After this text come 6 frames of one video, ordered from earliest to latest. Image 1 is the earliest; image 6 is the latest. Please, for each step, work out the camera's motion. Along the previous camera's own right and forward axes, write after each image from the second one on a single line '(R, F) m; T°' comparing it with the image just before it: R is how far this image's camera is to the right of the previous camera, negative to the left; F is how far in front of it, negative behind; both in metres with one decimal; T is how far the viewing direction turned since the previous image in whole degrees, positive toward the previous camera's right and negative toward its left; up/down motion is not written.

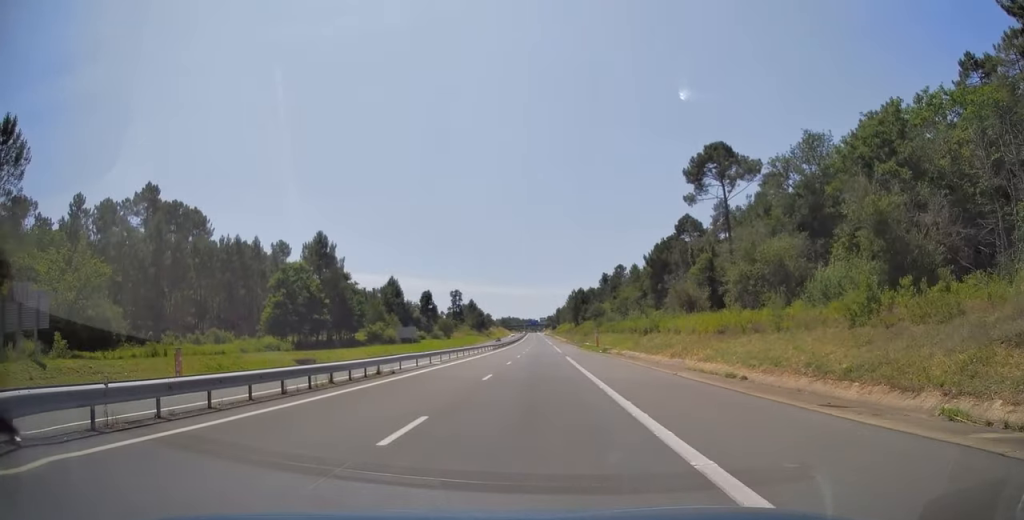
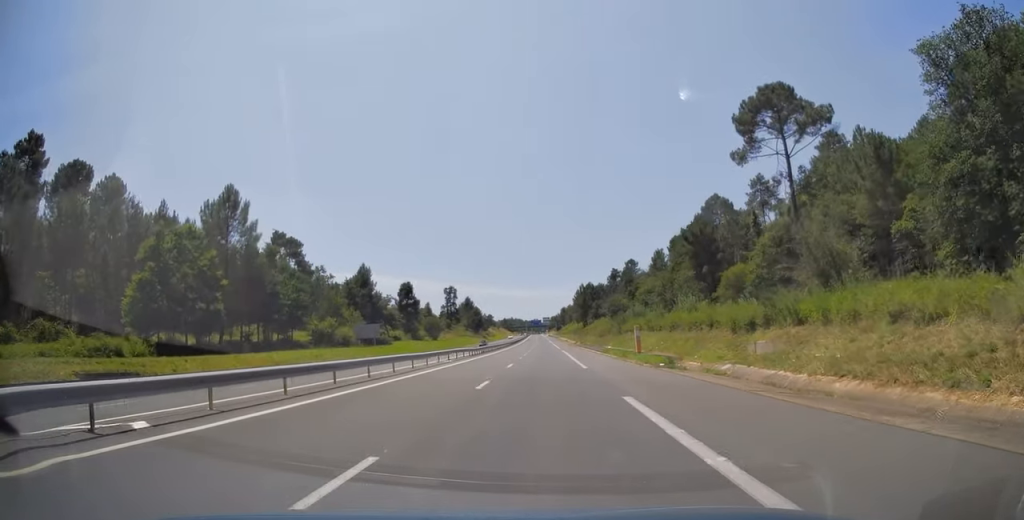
(-0.1, +30.2) m; 0°
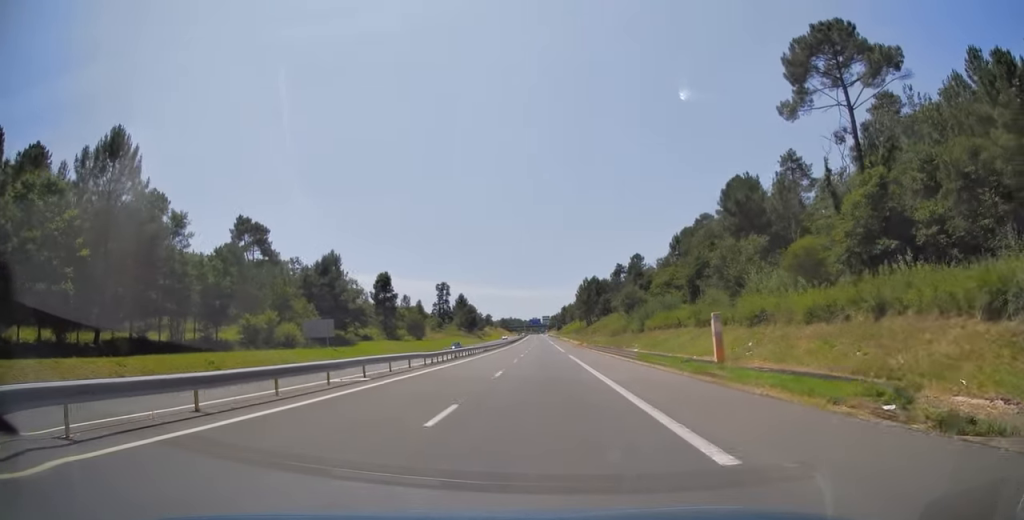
(0.0, +20.7) m; 0°
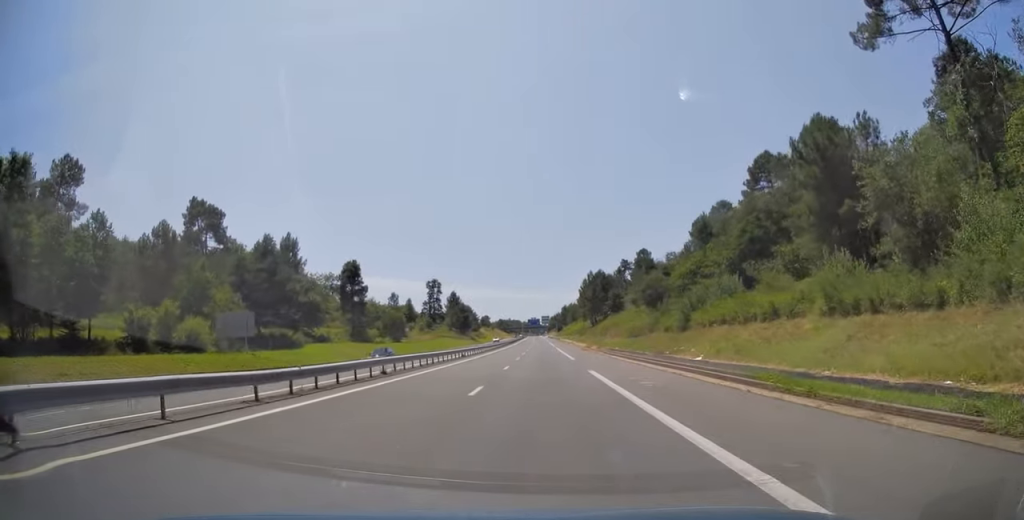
(0.0, +21.2) m; 0°
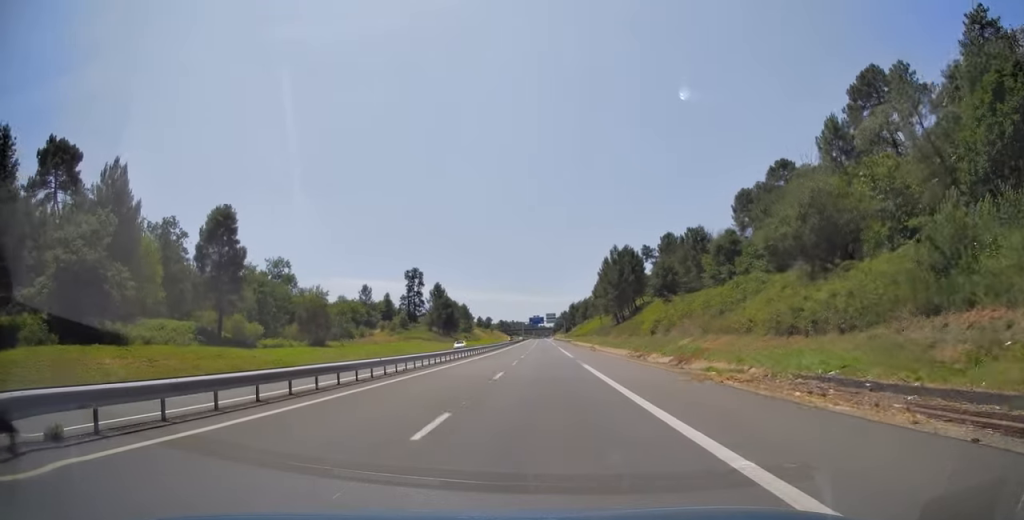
(-0.2, +46.1) m; -1°
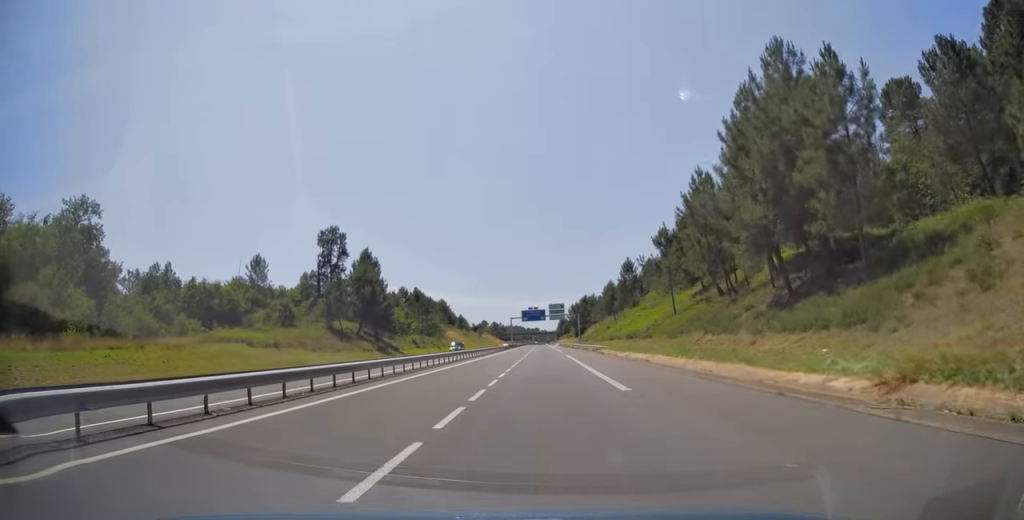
(-0.2, +82.6) m; 0°
